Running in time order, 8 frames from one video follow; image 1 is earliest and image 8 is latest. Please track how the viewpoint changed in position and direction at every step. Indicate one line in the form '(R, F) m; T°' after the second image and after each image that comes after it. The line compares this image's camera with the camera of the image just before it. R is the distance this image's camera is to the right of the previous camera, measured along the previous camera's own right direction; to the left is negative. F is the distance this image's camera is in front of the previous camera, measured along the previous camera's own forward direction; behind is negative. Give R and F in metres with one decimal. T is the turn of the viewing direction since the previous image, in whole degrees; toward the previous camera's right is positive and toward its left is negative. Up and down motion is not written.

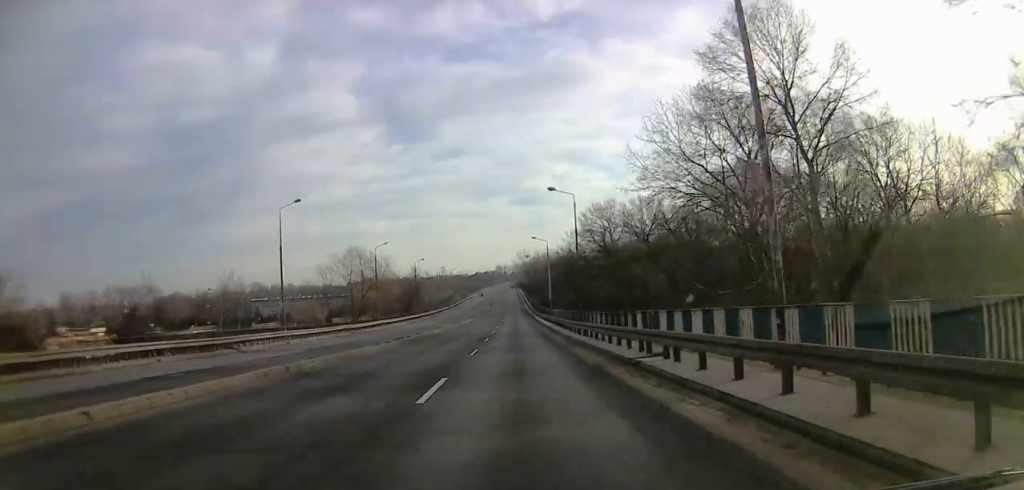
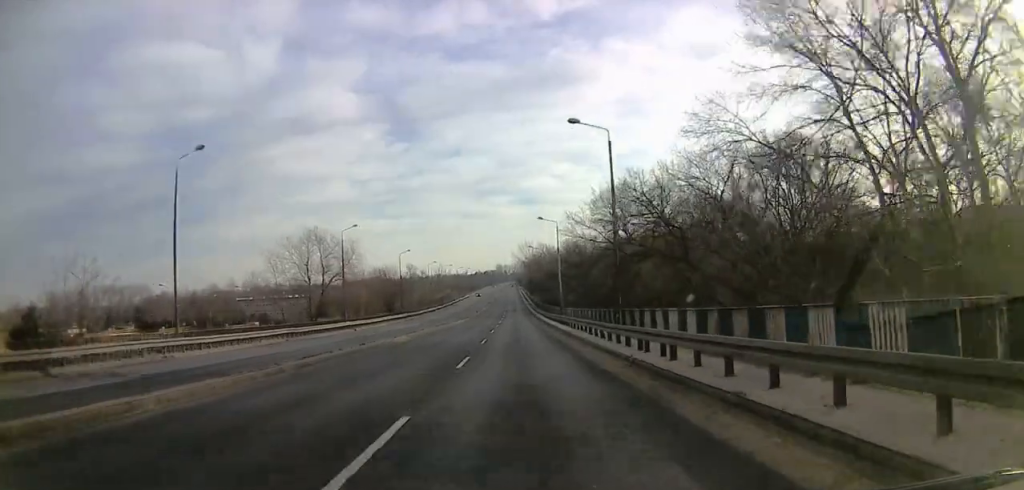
(0.0, +17.1) m; 0°
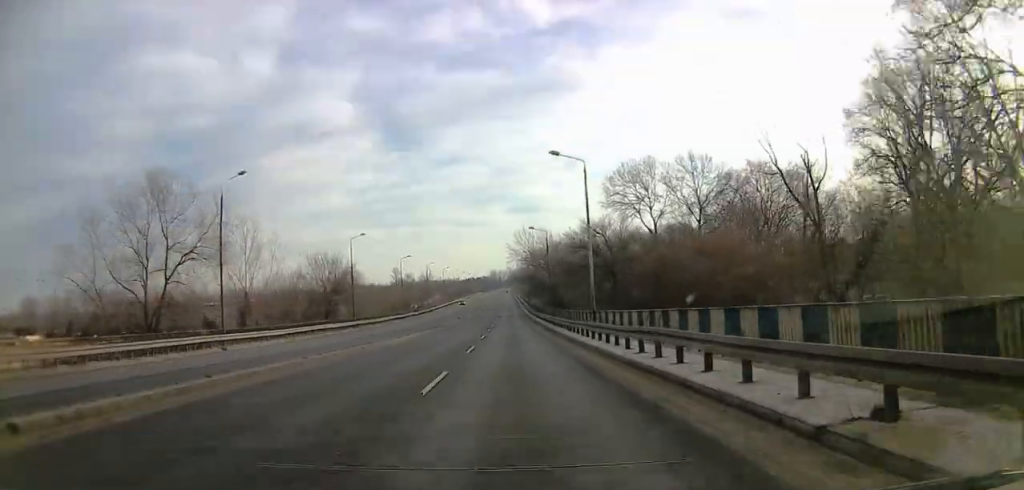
(-0.3, +28.6) m; 0°
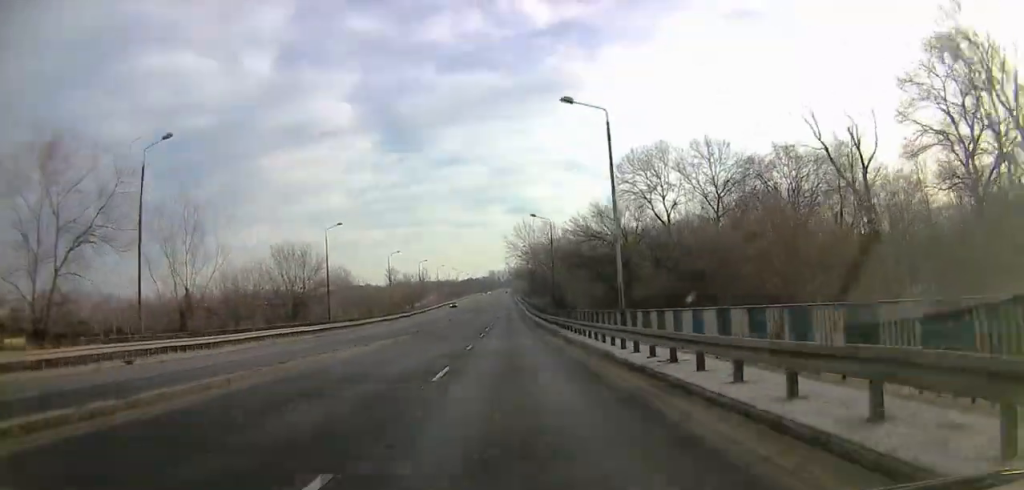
(0.0, +9.7) m; 0°
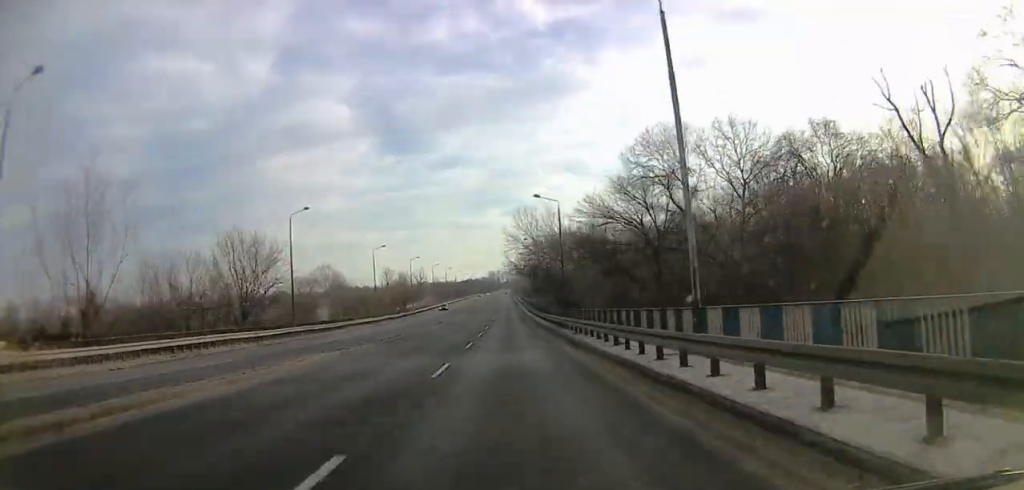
(+0.2, +11.1) m; 0°
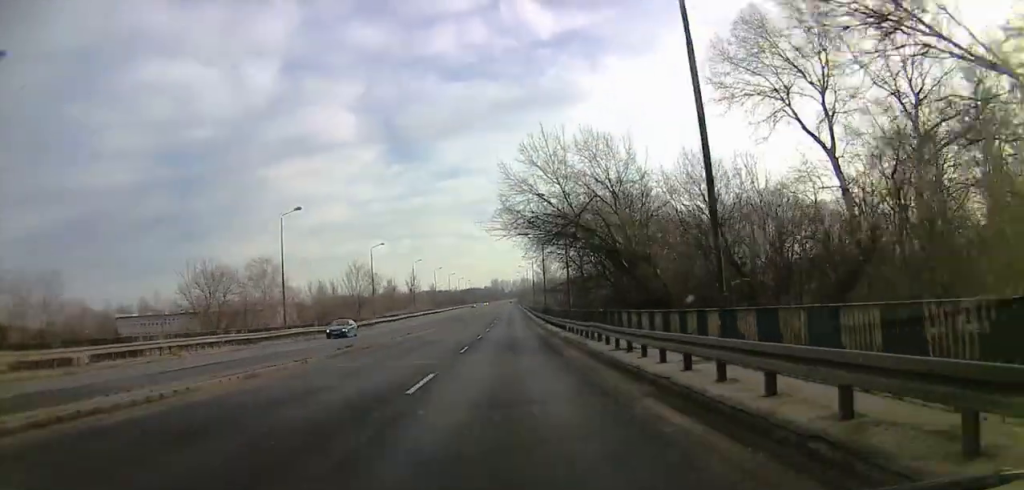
(+0.9, +39.7) m; +1°
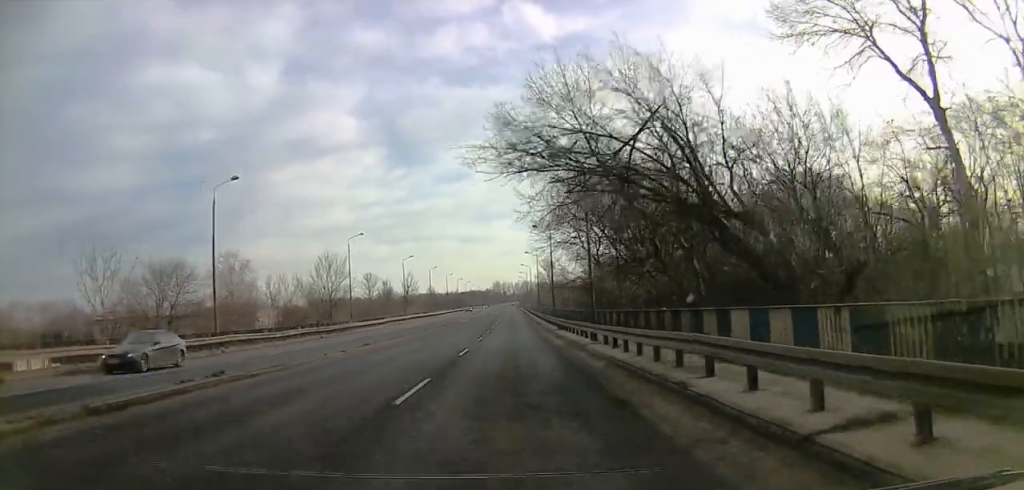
(+0.1, +13.8) m; -1°
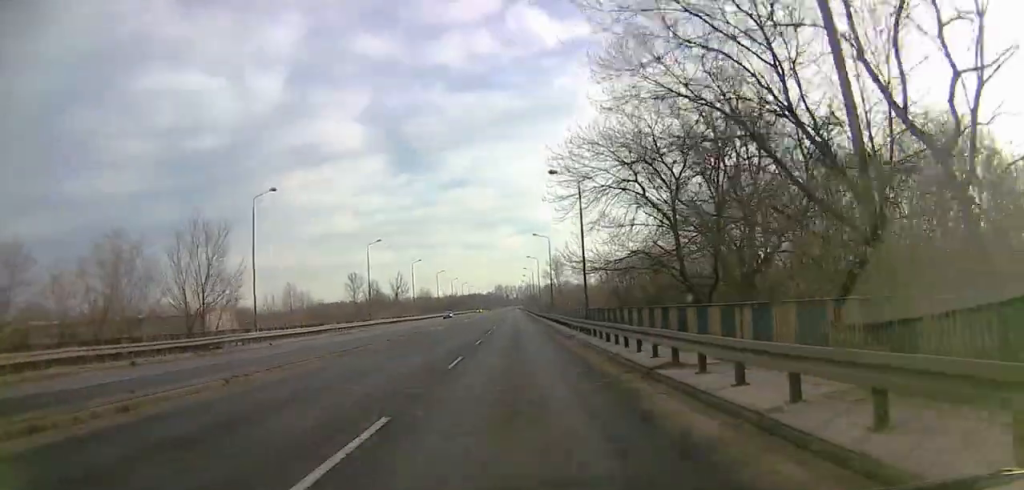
(-0.6, +29.8) m; 0°
